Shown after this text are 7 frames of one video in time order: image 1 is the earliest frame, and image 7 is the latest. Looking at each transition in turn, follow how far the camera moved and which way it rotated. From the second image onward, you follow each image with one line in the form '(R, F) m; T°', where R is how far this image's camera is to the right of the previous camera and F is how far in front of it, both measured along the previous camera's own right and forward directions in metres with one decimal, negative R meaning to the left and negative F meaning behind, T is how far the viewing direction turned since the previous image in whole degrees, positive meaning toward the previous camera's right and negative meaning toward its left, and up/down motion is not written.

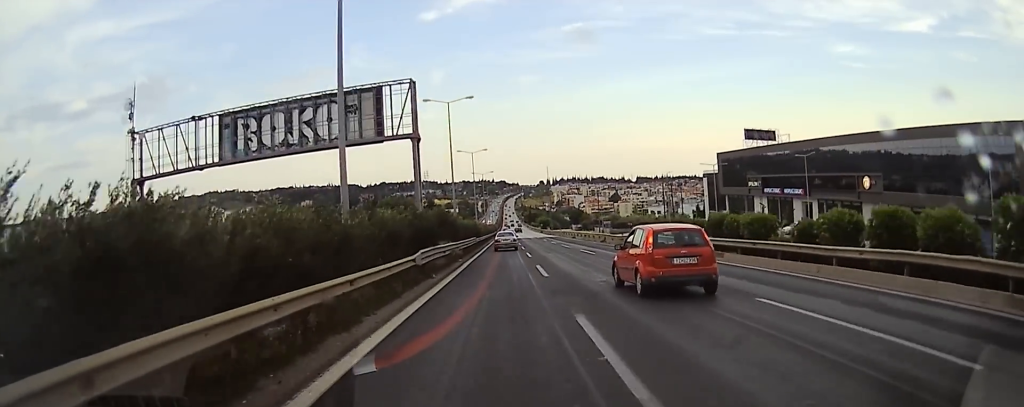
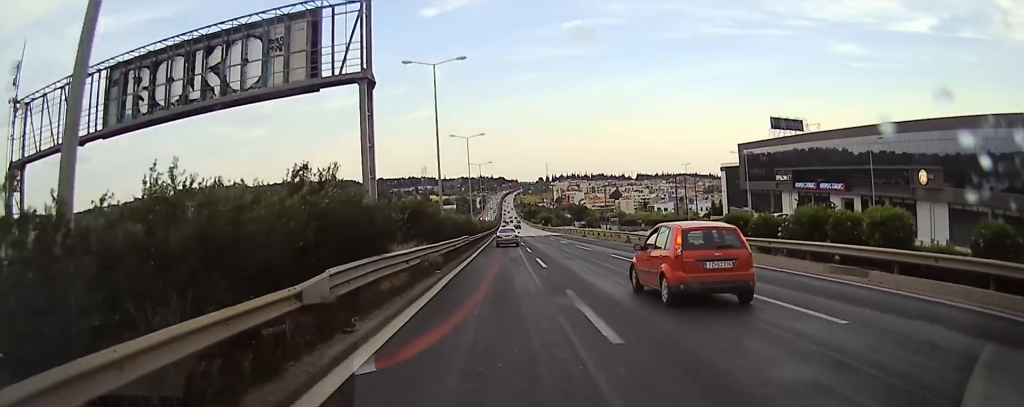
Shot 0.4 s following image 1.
(0.0, +11.7) m; 0°
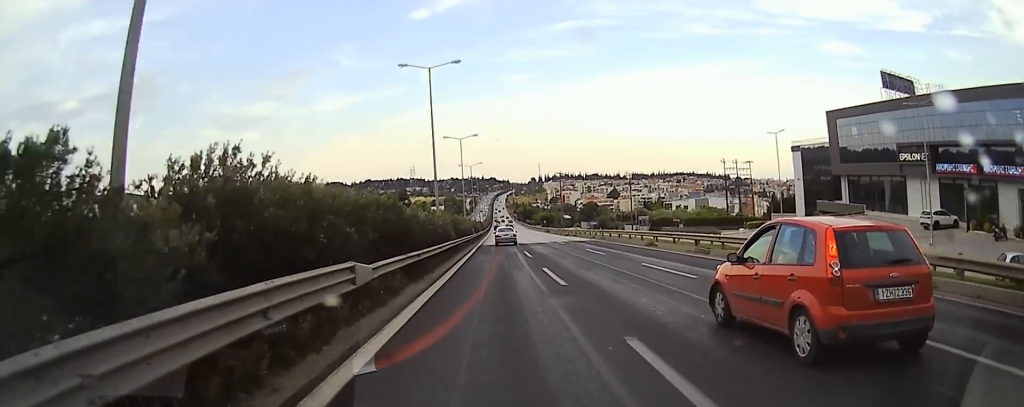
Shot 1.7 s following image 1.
(-0.2, +34.9) m; +2°
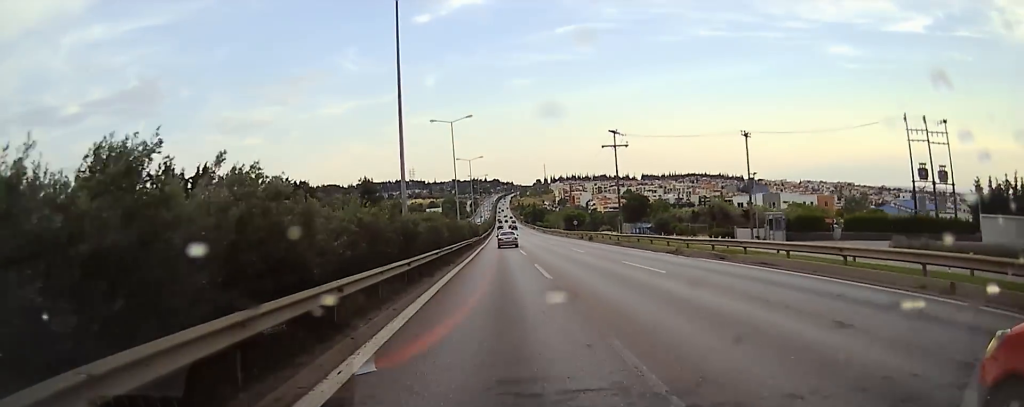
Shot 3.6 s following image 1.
(+1.1, +50.3) m; +1°
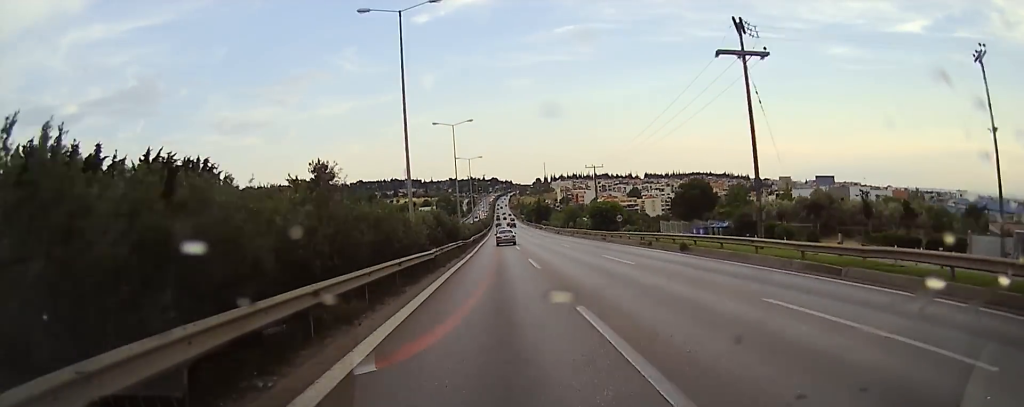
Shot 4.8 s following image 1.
(0.0, +33.2) m; -1°
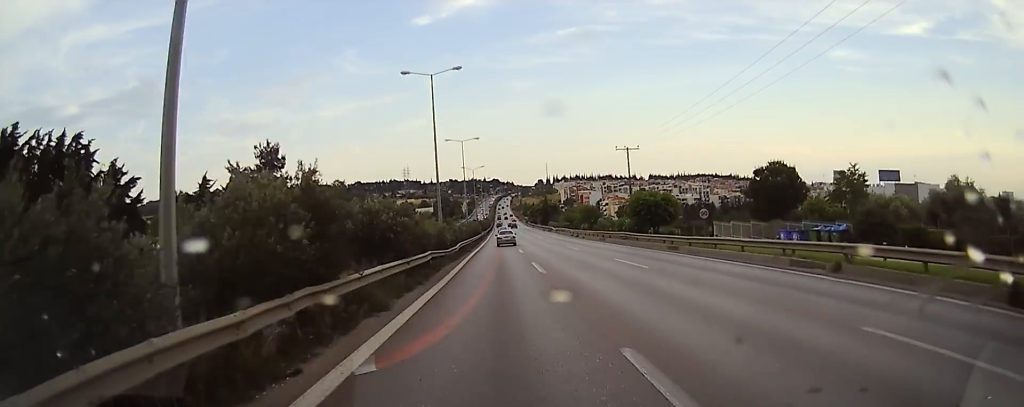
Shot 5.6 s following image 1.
(-0.2, +22.8) m; 0°
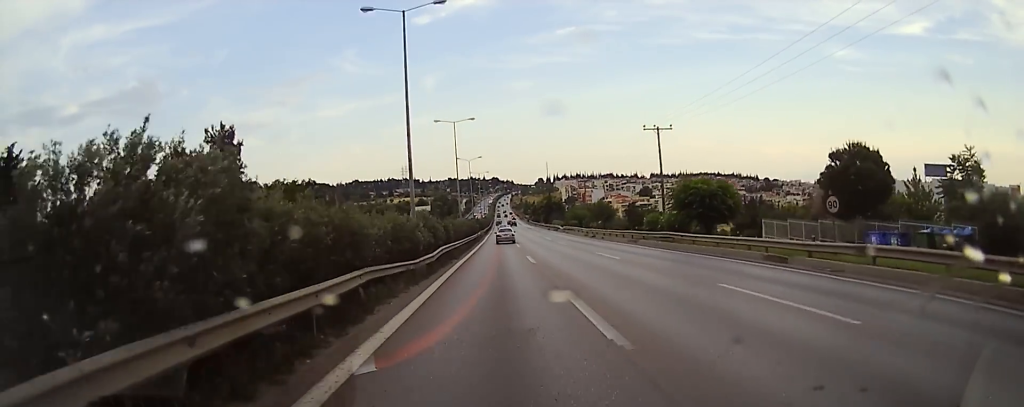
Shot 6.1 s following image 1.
(-0.1, +13.5) m; 0°
